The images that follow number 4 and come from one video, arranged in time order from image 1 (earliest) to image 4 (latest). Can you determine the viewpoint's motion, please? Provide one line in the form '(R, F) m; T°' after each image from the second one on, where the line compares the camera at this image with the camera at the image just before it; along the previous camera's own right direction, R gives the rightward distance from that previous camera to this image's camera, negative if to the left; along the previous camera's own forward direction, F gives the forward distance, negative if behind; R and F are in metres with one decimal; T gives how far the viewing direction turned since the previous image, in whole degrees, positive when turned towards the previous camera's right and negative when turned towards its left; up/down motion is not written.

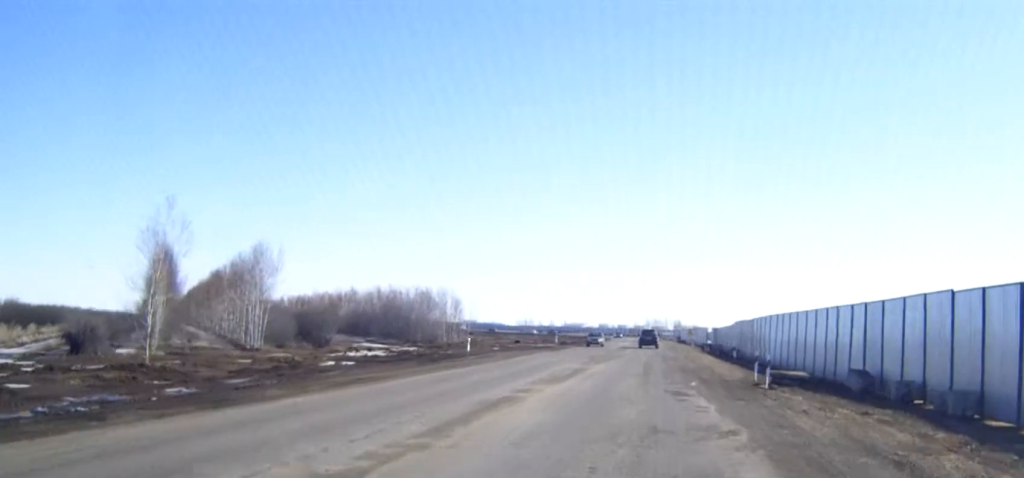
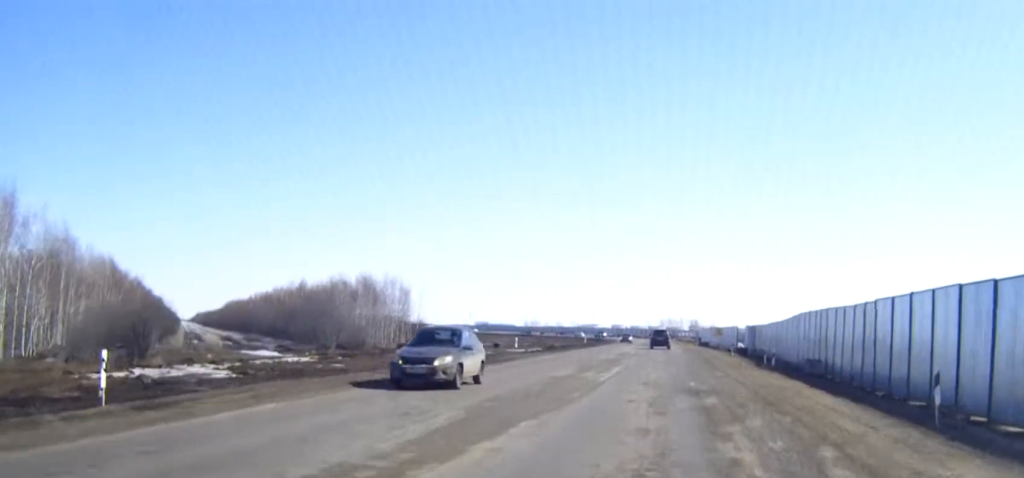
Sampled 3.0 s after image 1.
(-0.3, +31.2) m; -1°
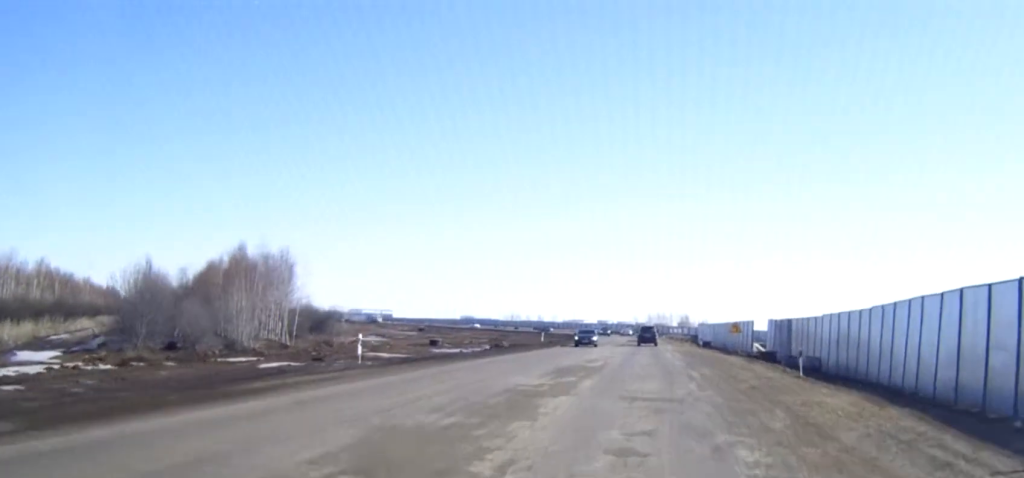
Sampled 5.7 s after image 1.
(+0.2, +28.4) m; +1°
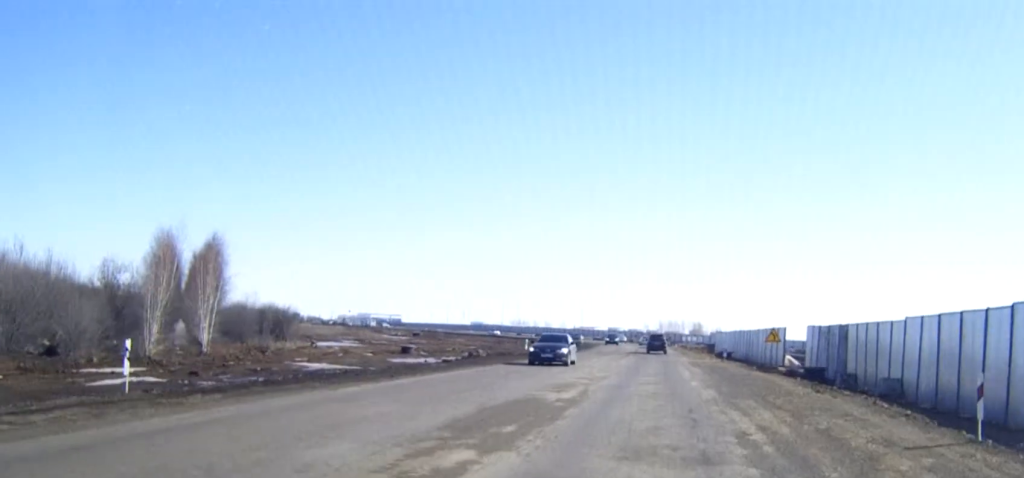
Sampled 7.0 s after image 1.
(-0.1, +13.9) m; -1°
